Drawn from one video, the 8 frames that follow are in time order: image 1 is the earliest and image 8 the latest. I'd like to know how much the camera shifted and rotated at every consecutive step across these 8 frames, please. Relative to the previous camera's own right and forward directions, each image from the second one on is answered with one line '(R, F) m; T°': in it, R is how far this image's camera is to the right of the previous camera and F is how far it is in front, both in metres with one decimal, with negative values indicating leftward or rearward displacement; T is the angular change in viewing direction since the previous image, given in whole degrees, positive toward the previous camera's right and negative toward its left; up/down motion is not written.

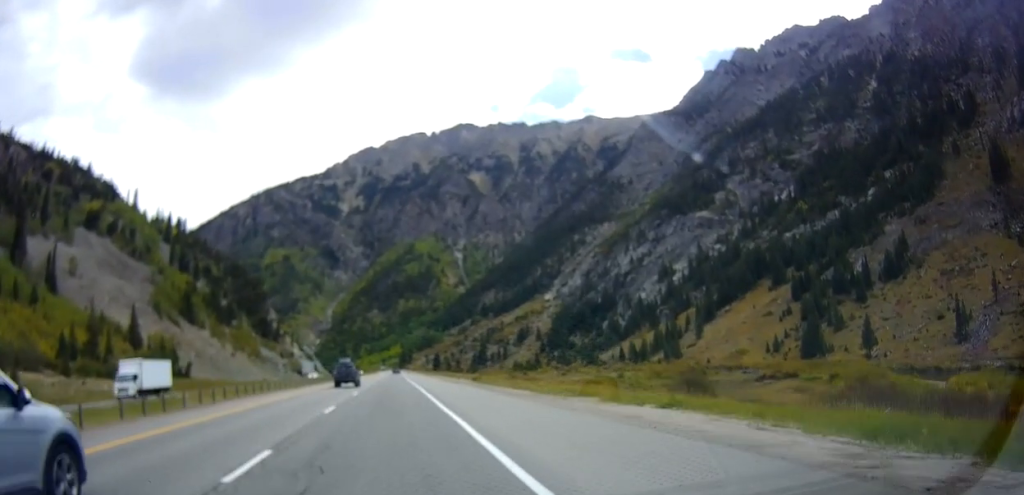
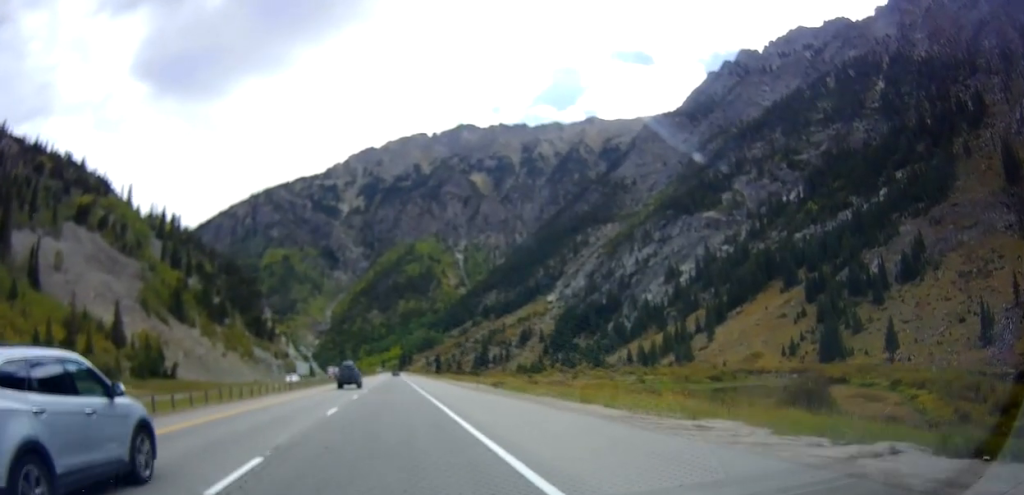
(+0.8, +13.0) m; +1°
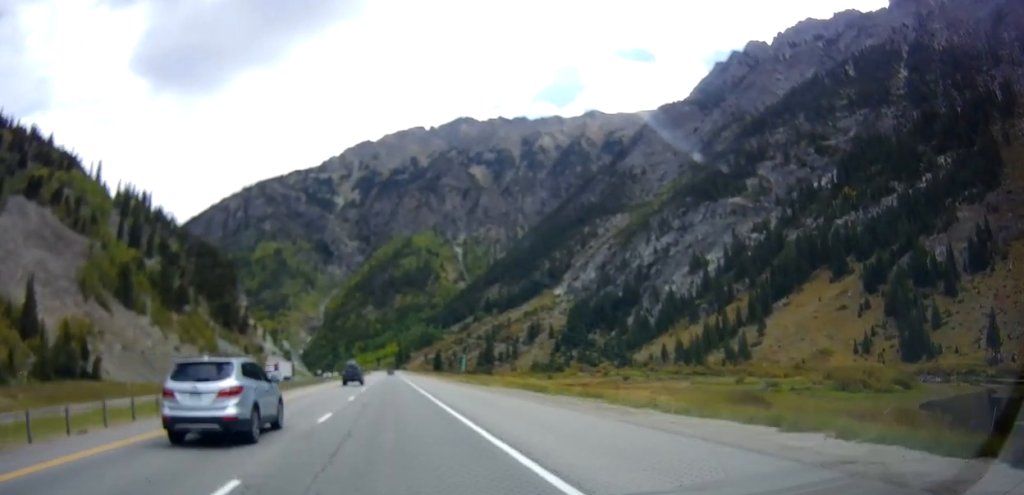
(-0.2, +51.7) m; -1°
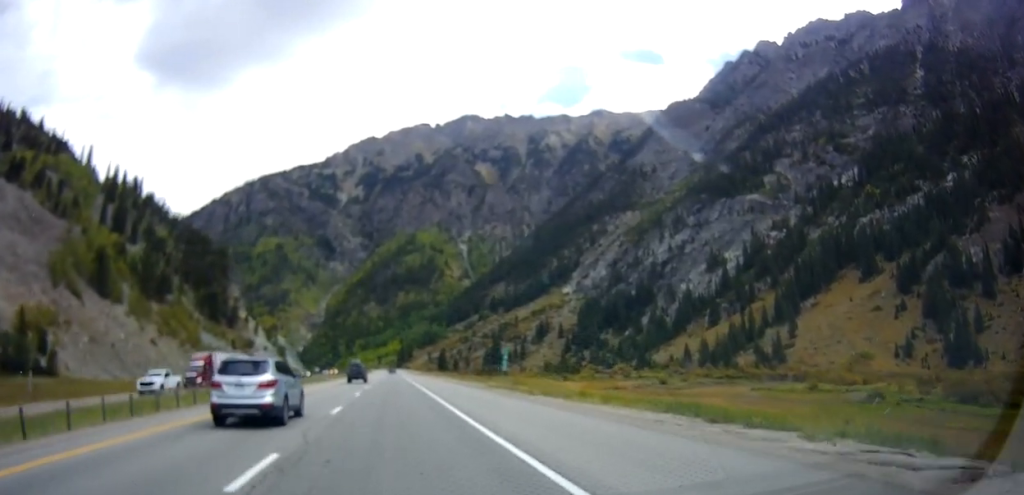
(-0.1, +21.9) m; 0°
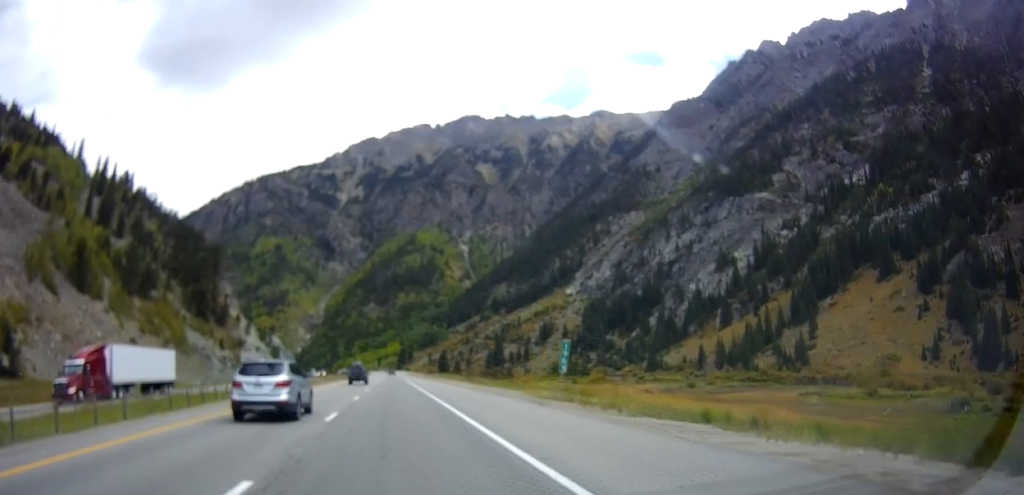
(0.0, +14.7) m; +1°
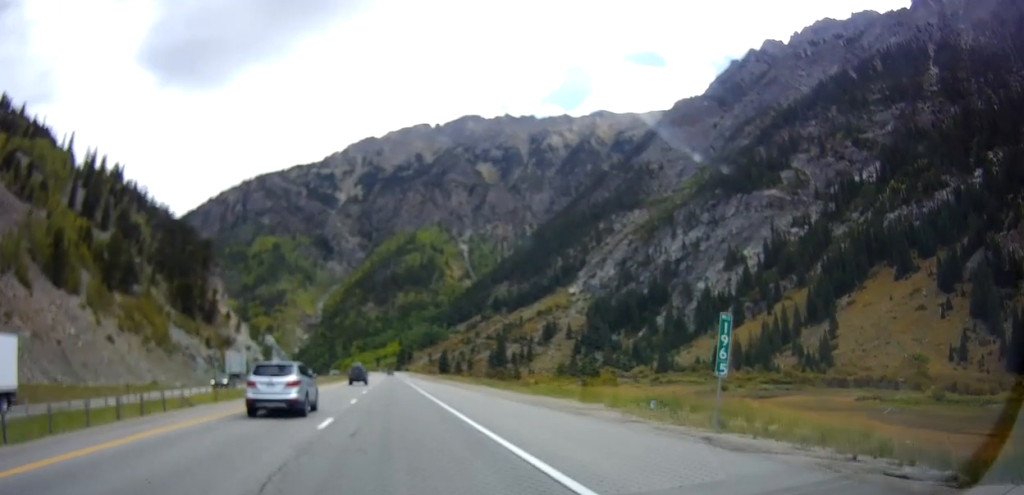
(0.0, +13.7) m; +1°
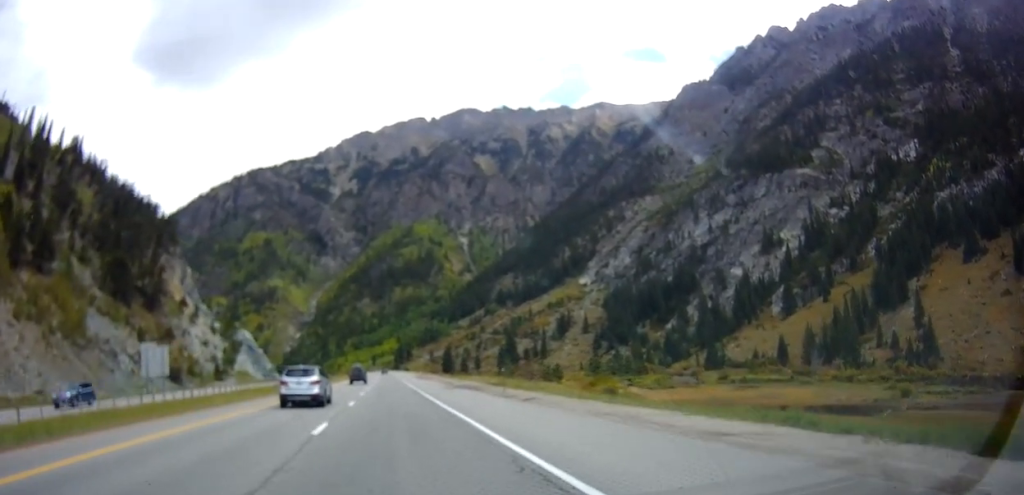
(+0.8, +49.7) m; +1°
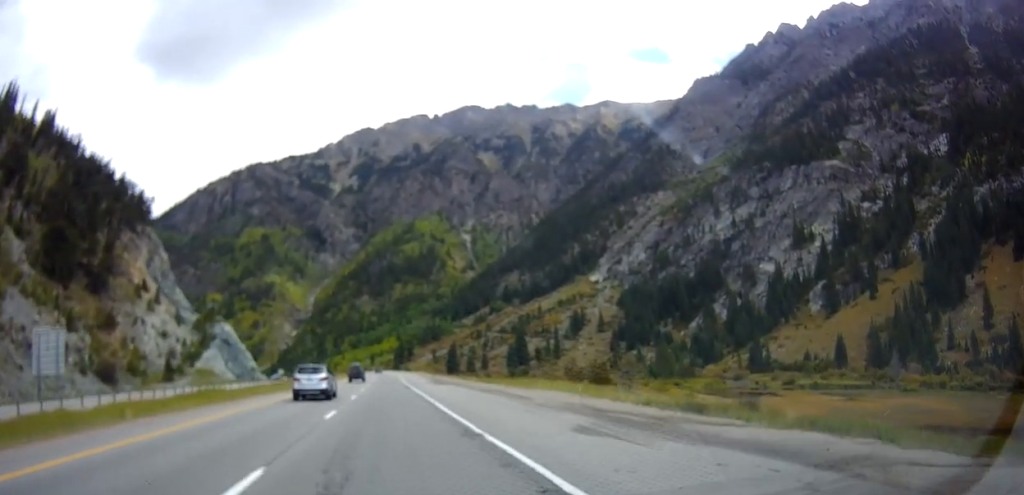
(-0.1, +32.9) m; 0°
